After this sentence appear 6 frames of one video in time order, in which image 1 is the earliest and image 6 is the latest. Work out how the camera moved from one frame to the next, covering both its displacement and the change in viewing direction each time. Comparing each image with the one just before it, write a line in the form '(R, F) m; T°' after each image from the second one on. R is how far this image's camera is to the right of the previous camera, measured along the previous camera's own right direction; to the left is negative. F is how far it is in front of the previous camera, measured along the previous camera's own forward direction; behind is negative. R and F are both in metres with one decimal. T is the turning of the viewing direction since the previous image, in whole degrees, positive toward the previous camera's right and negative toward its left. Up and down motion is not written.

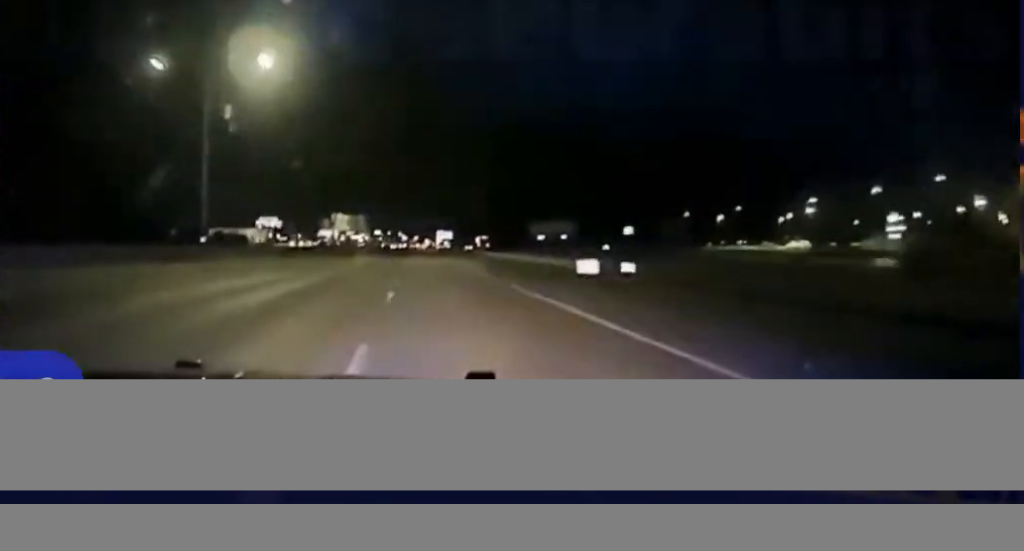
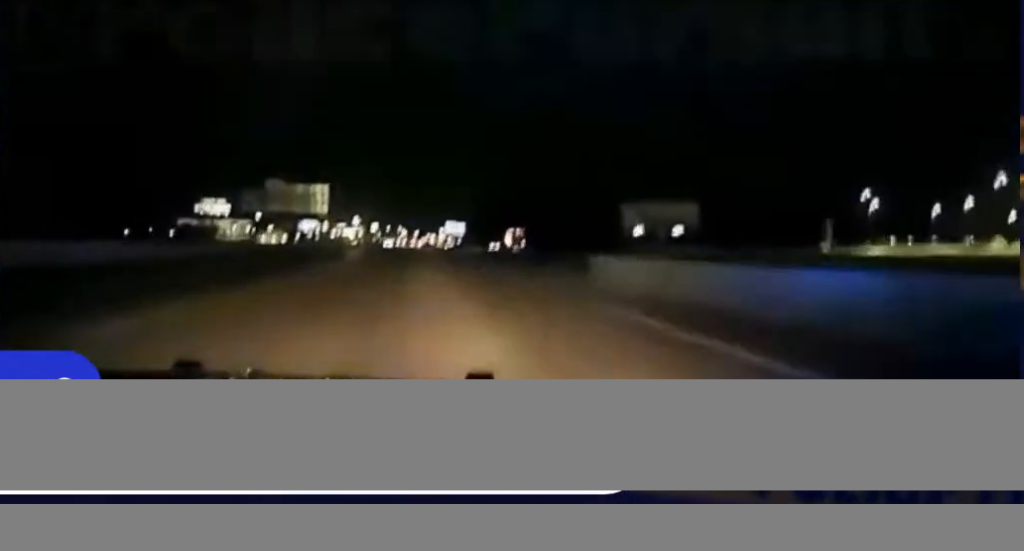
(+0.1, +125.8) m; 0°
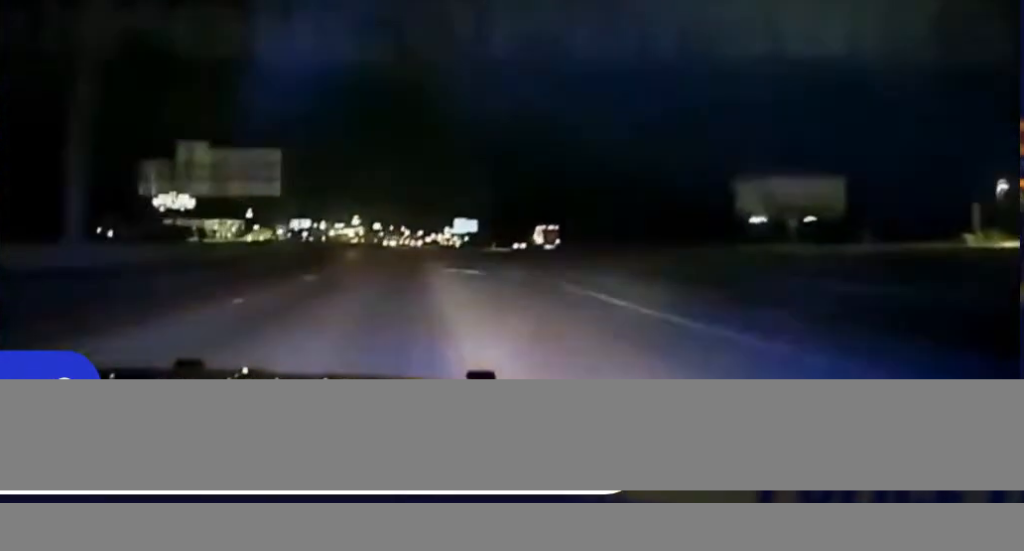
(-0.3, +65.9) m; 0°
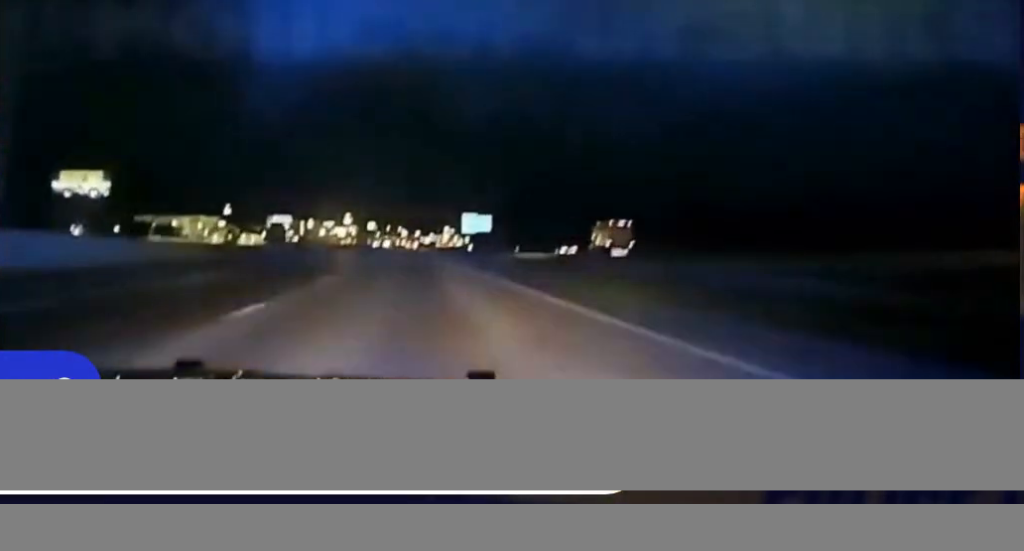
(+0.2, +87.0) m; 0°
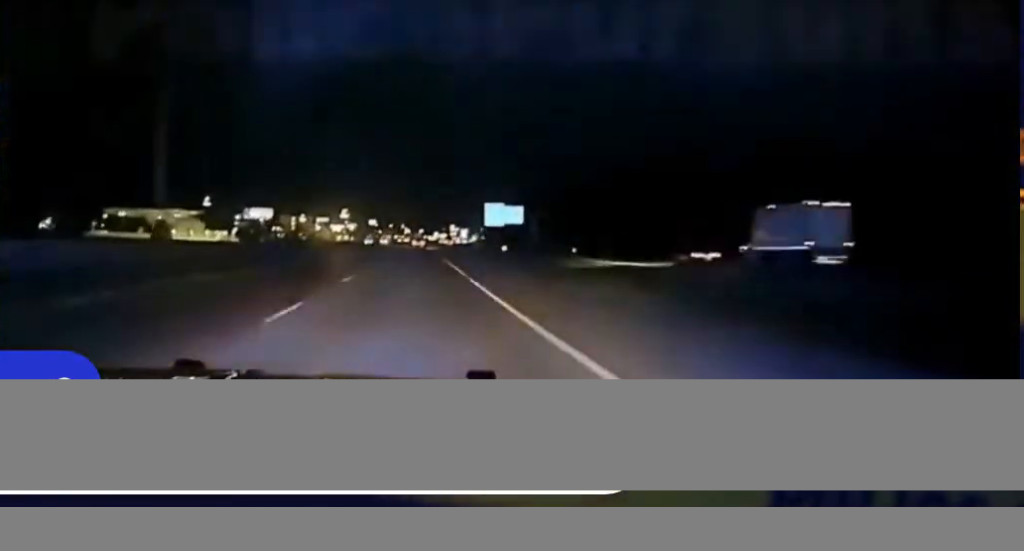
(+0.2, +88.2) m; 0°
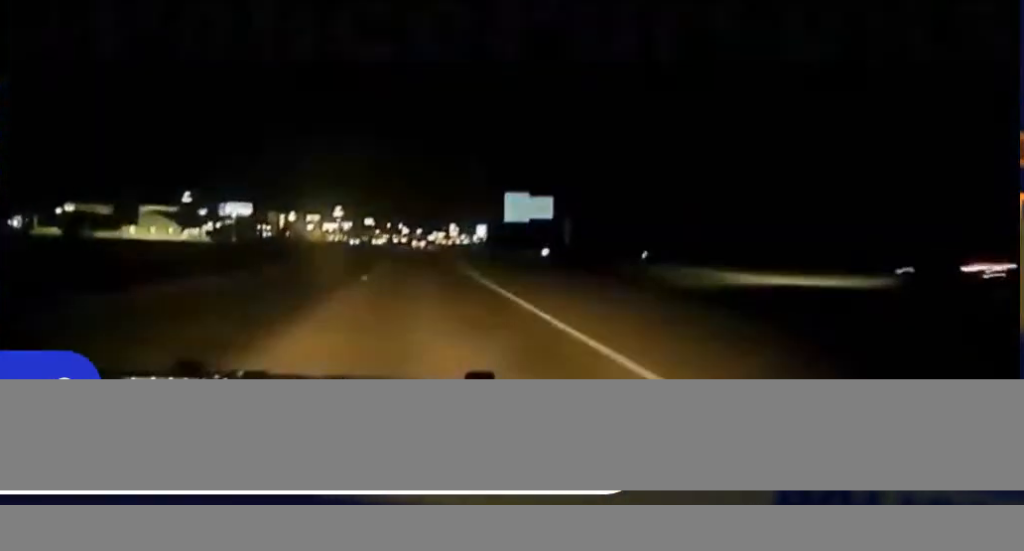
(+0.1, +49.2) m; 0°
